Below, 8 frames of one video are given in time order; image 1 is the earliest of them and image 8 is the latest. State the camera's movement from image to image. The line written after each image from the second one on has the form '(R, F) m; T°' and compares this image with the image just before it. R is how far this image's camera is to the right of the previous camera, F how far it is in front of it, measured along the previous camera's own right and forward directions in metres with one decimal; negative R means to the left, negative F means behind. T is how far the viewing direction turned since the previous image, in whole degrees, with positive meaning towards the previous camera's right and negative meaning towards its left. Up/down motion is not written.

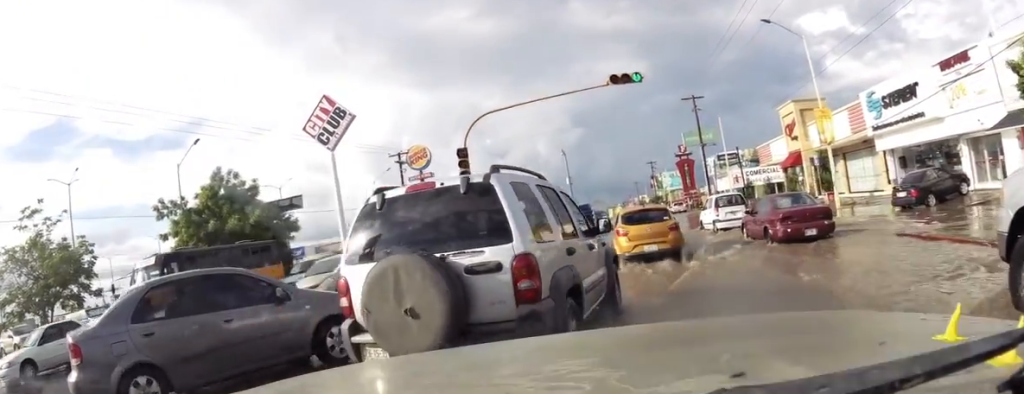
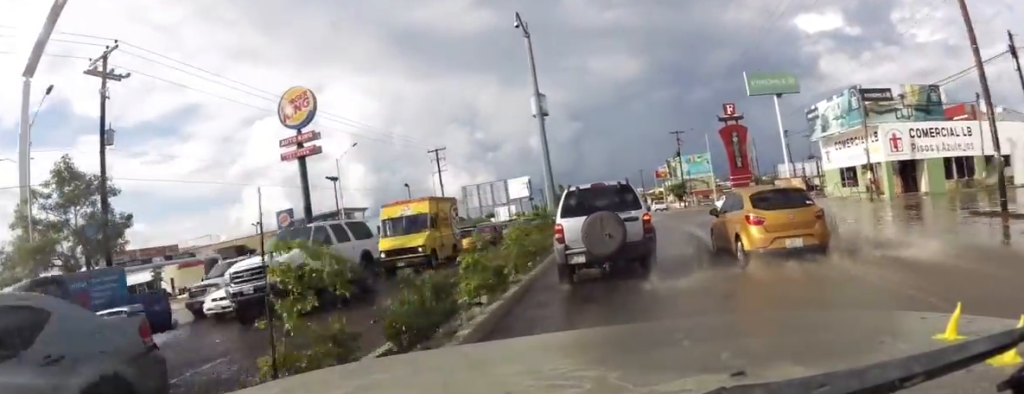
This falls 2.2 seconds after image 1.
(-0.8, +37.7) m; 0°
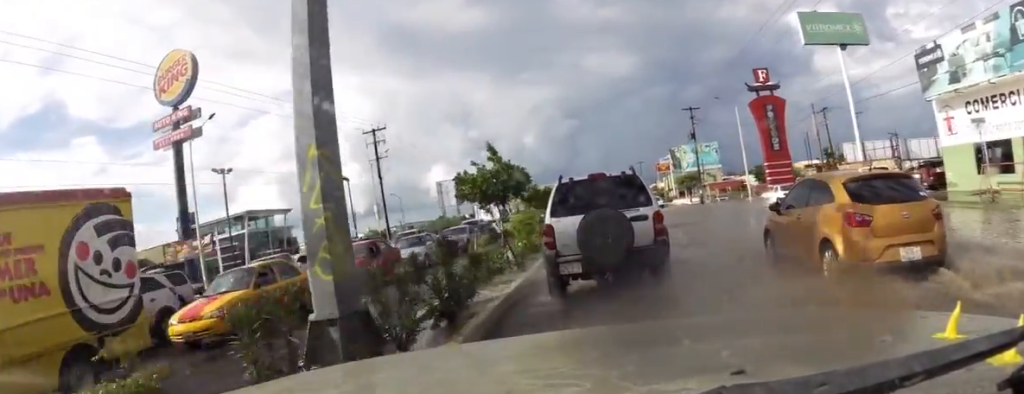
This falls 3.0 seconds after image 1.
(+0.1, +18.2) m; +2°
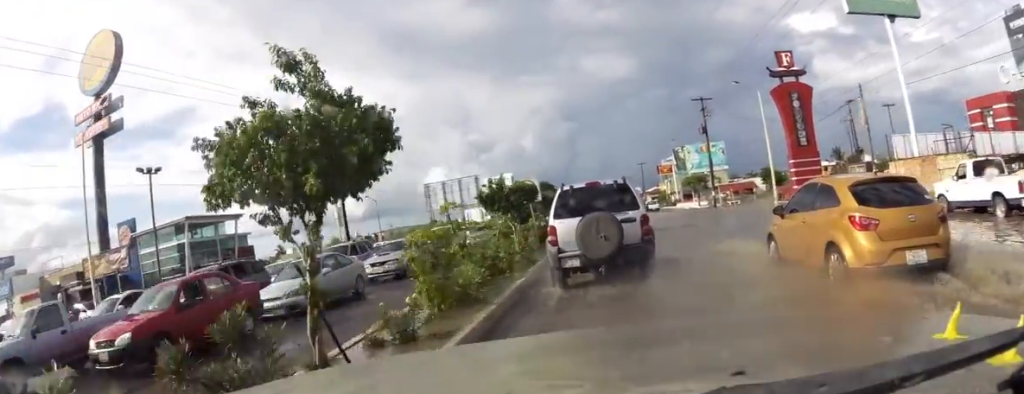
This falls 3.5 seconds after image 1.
(+0.1, +11.3) m; +1°
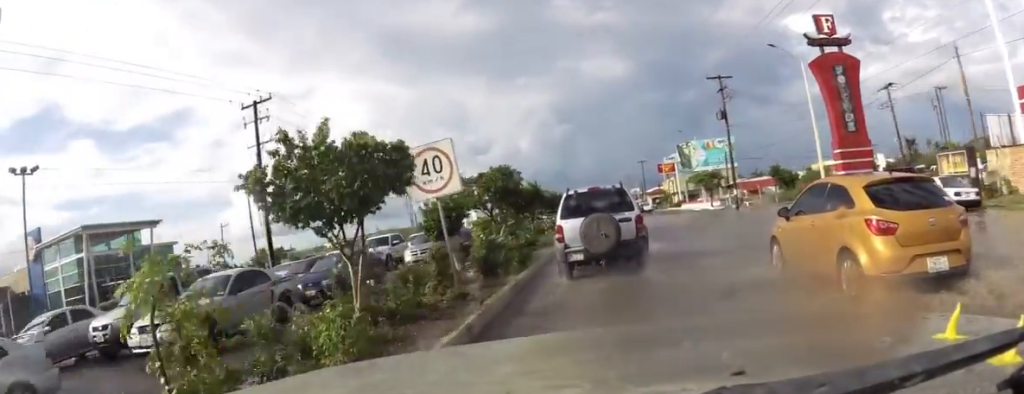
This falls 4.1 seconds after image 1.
(+0.3, +13.5) m; +1°
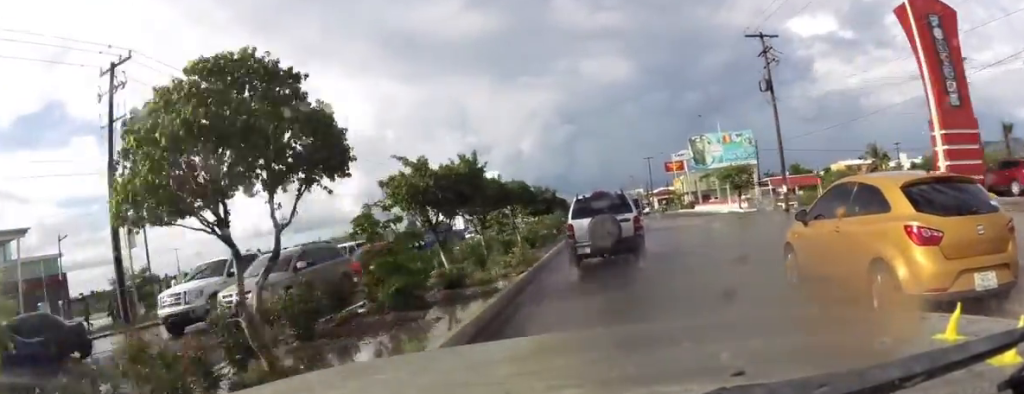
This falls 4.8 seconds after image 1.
(+0.1, +15.3) m; 0°
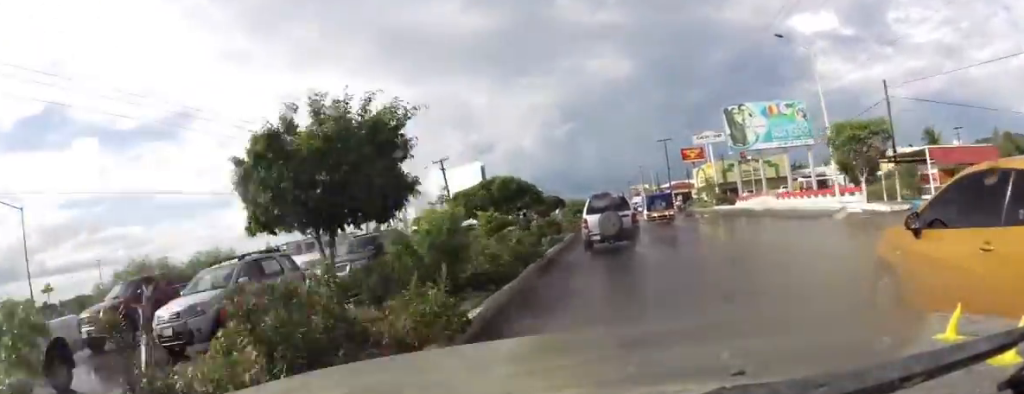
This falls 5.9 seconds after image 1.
(0.0, +29.1) m; -1°
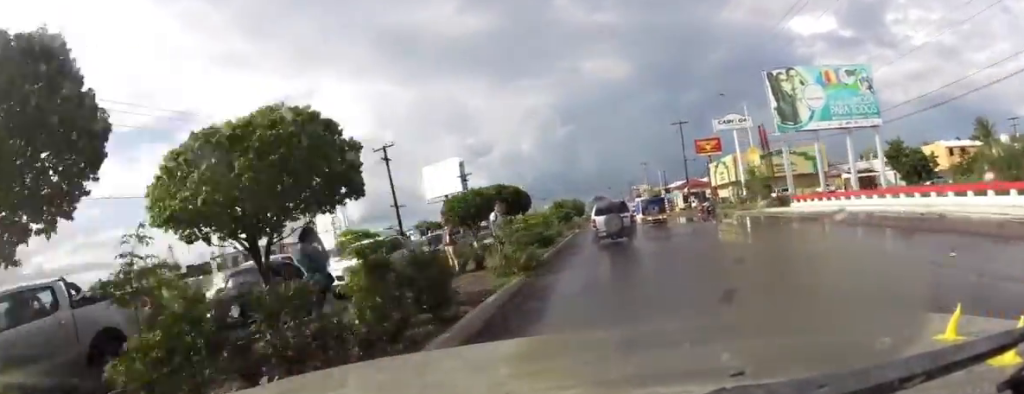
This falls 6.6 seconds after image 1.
(-0.2, +21.6) m; -1°
